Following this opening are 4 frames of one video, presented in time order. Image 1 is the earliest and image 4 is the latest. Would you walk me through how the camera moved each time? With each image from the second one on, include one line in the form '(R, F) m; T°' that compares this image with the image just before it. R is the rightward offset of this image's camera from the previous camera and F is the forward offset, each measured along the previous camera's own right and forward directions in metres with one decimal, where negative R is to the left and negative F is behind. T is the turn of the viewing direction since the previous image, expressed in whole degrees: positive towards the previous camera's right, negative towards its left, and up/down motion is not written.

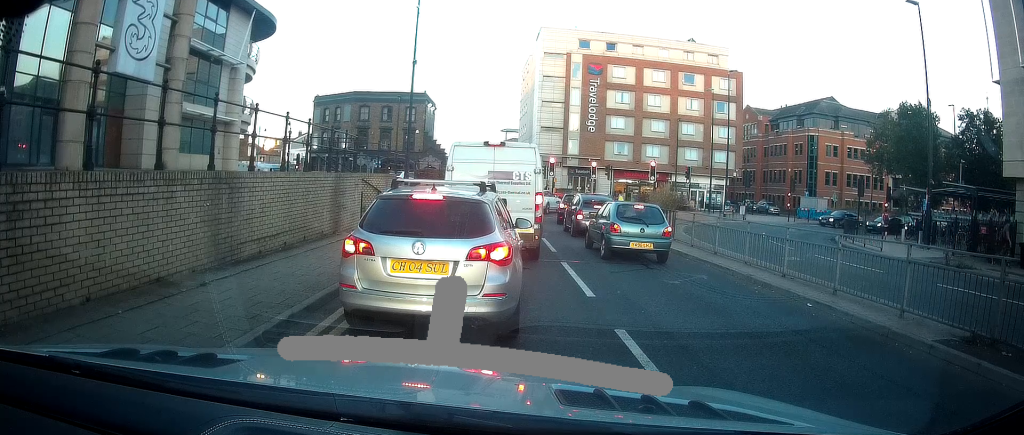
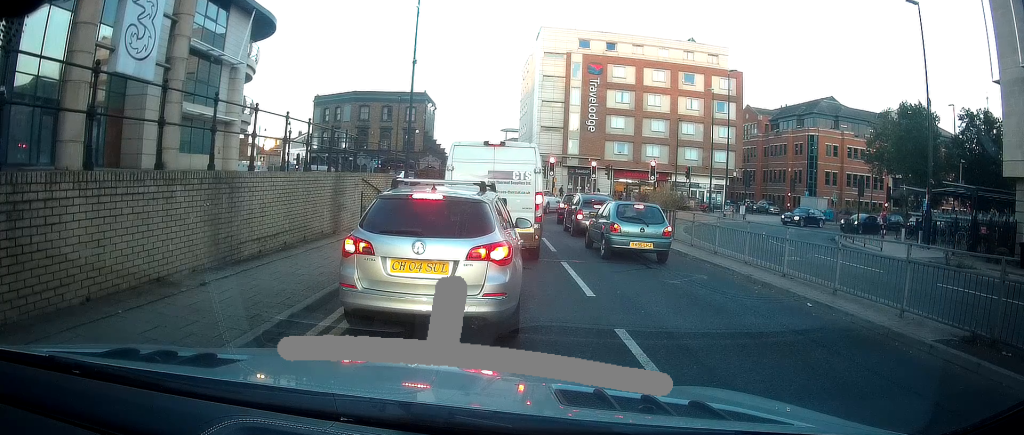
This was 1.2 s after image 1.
(0.0, 0.0) m; 0°
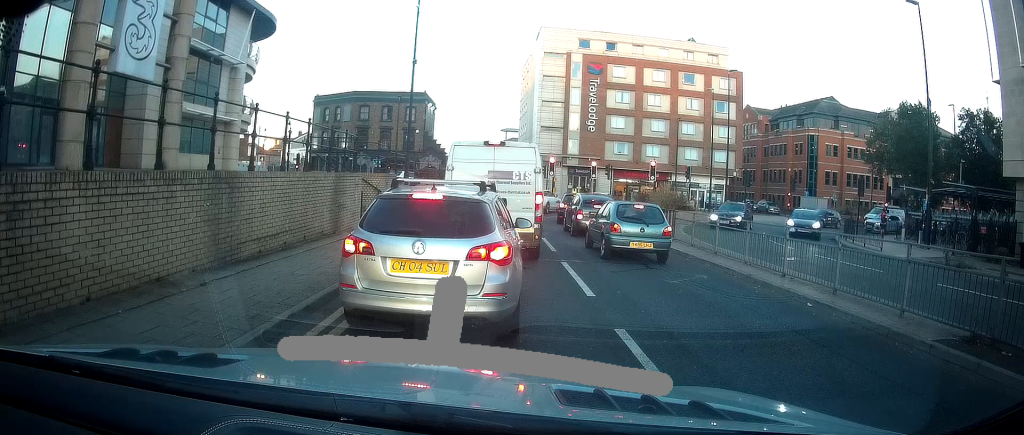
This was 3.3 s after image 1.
(0.0, 0.0) m; 0°
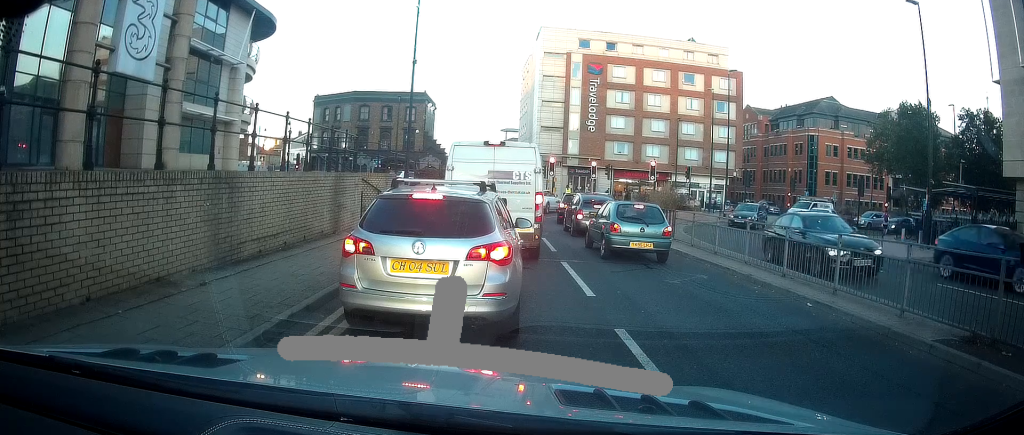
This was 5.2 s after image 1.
(0.0, 0.0) m; 0°
